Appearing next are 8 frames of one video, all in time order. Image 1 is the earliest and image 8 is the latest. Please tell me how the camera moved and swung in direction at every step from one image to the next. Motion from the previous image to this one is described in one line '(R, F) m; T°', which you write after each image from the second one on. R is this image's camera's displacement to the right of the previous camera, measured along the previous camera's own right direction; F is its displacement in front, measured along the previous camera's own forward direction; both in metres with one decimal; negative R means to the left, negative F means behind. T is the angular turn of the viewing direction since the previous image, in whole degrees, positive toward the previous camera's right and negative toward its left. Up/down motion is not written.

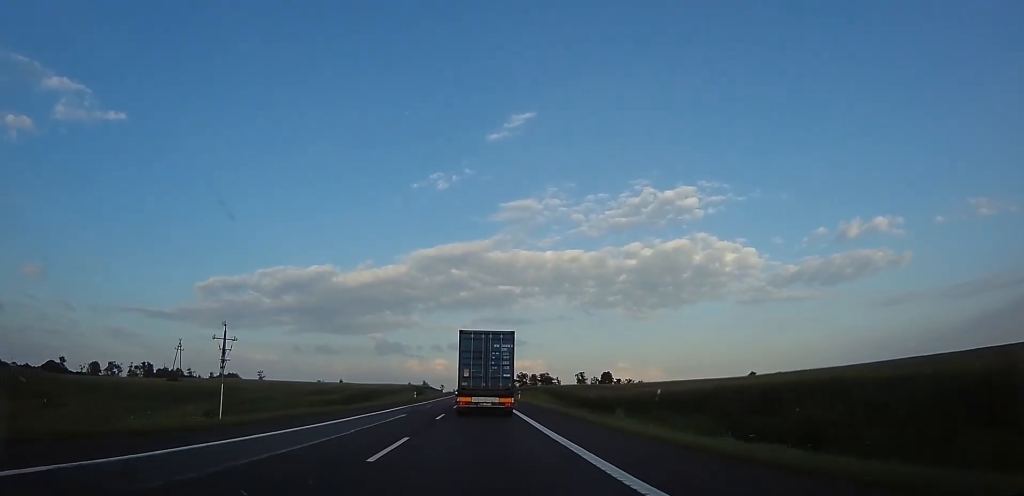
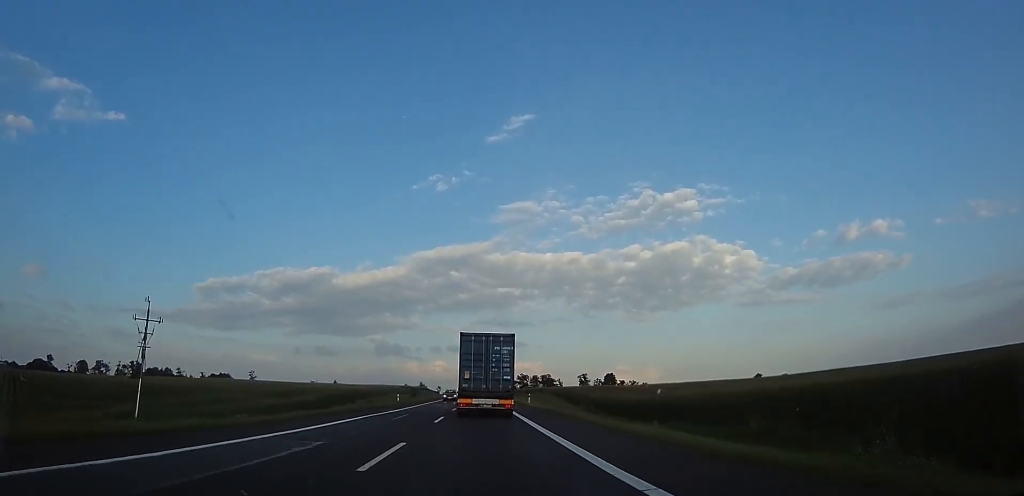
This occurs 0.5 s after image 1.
(0.0, +12.8) m; 0°
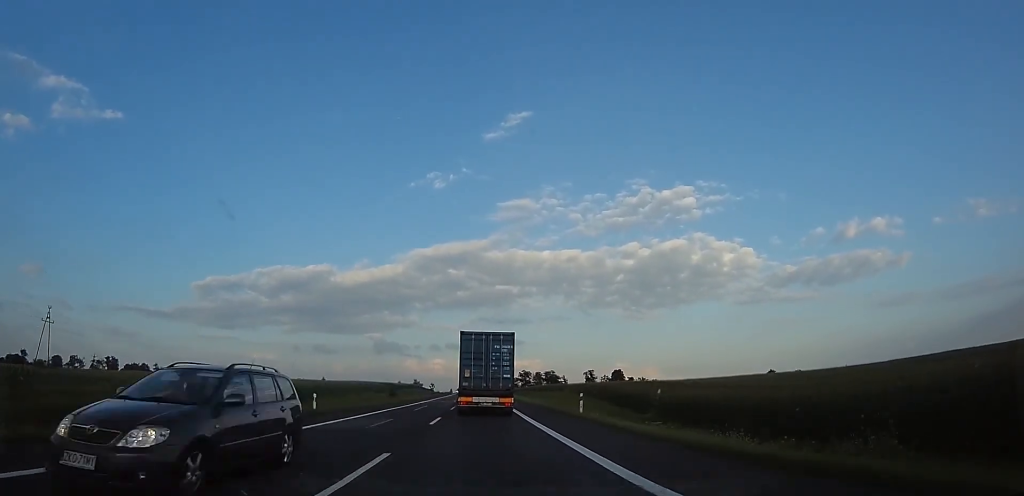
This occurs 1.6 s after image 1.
(0.0, +25.8) m; +1°
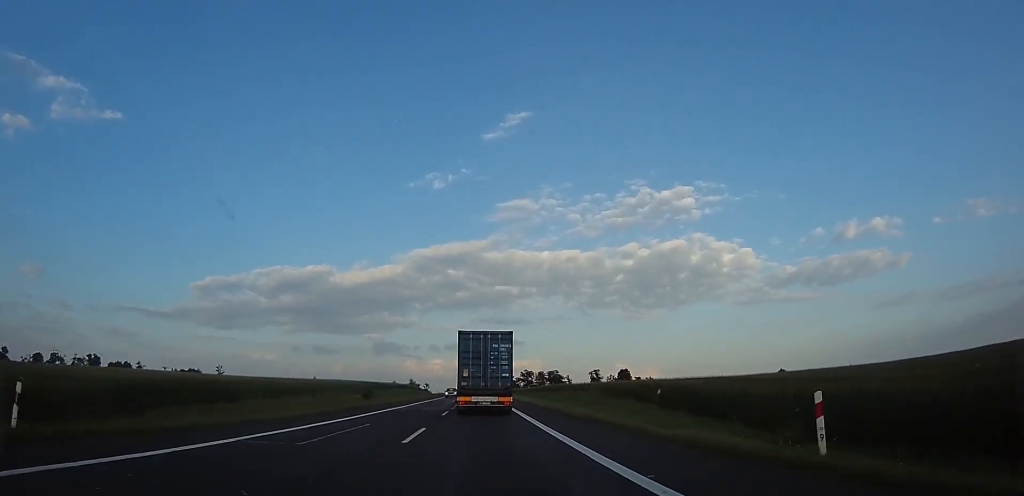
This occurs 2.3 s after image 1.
(+0.2, +17.9) m; +1°
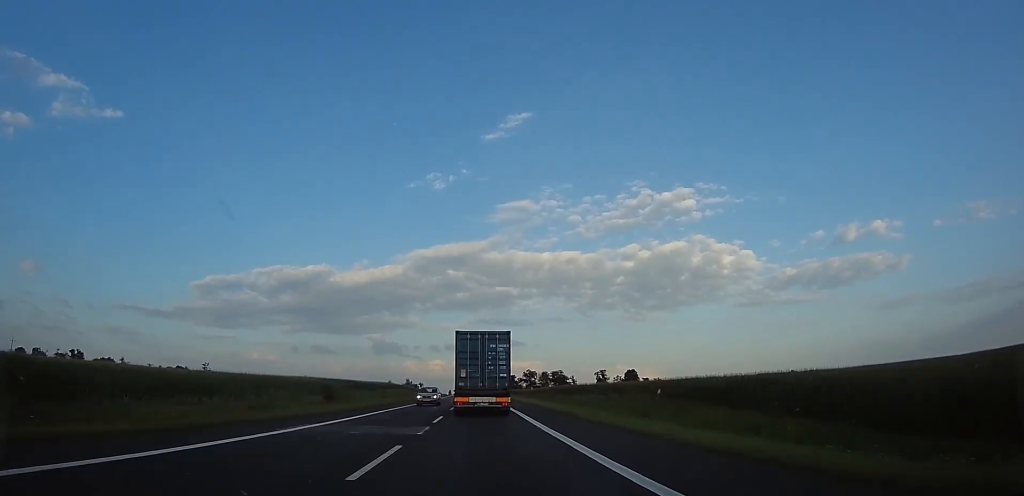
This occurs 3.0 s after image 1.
(+0.1, +16.4) m; 0°
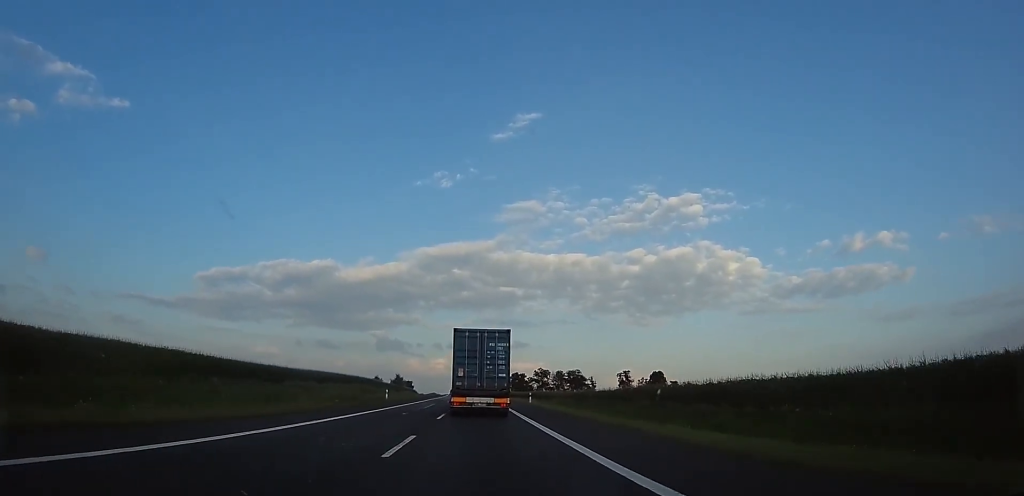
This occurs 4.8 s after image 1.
(-0.3, +45.3) m; -3°
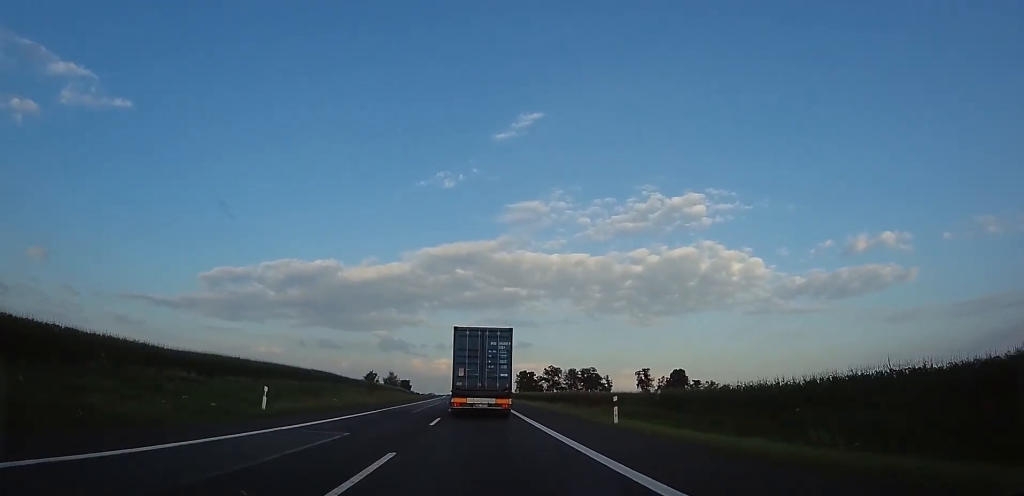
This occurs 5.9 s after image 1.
(-0.9, +27.3) m; -2°
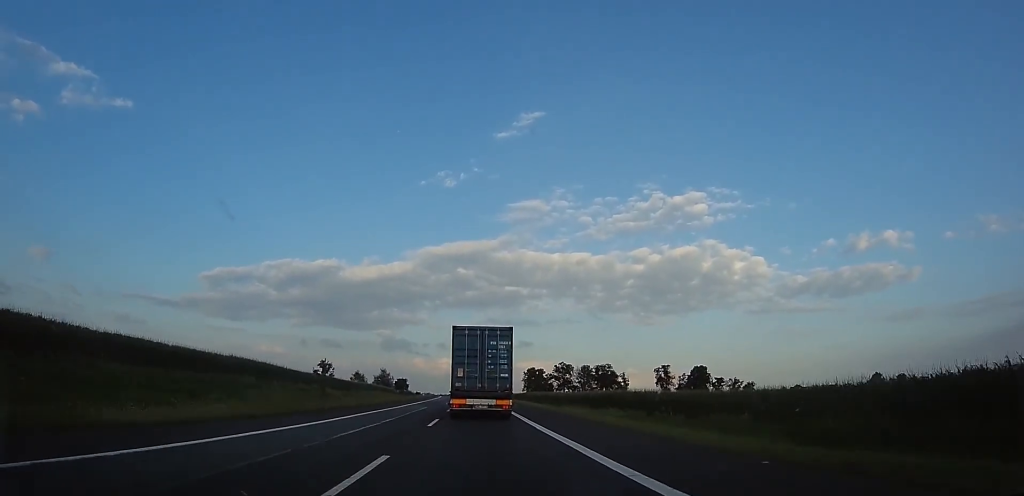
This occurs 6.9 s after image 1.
(0.0, +24.0) m; 0°
